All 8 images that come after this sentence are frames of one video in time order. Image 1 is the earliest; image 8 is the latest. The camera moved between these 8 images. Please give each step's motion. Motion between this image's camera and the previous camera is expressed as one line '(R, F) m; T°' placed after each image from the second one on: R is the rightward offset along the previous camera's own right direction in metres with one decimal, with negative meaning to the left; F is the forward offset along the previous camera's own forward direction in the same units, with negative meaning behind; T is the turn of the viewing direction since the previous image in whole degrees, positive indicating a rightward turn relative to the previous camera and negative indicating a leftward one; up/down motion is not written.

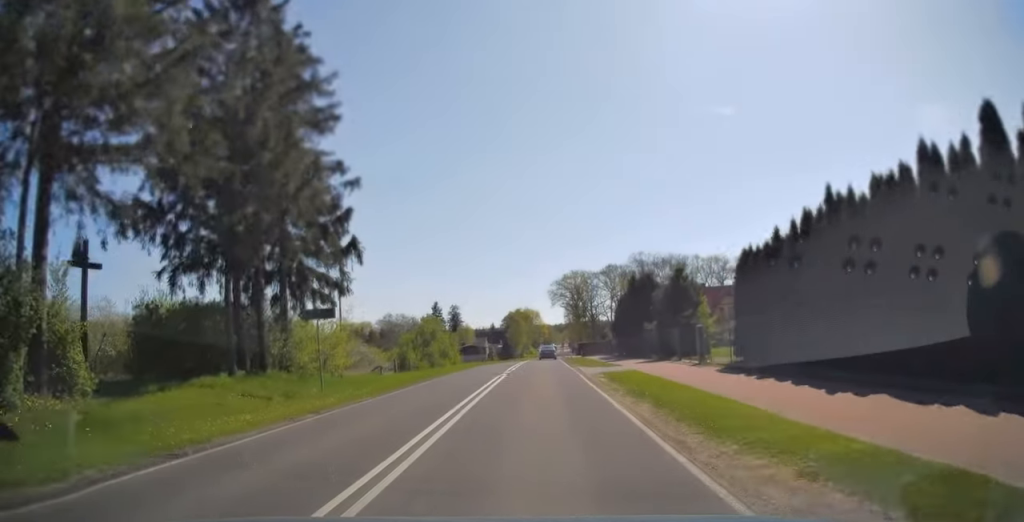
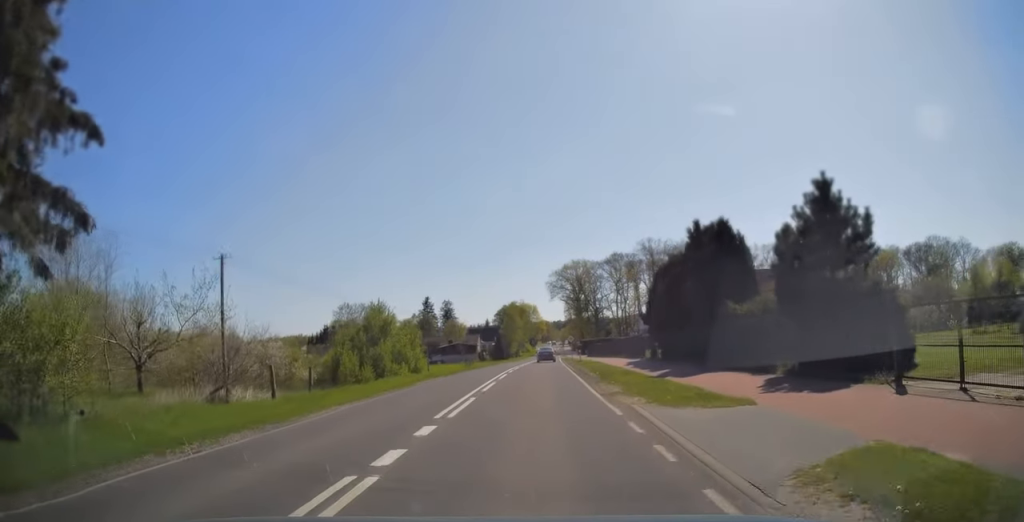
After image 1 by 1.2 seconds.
(0.0, +19.1) m; 0°
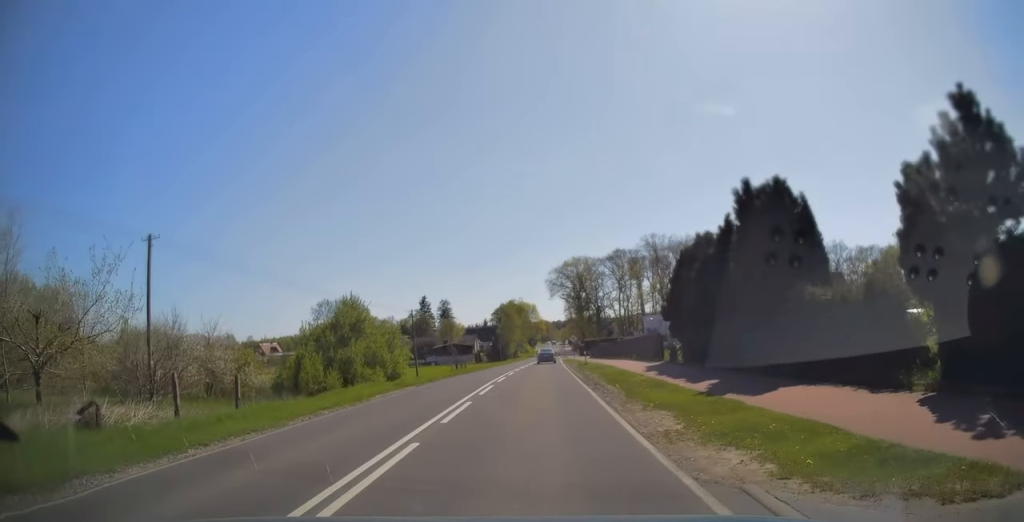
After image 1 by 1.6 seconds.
(-0.1, +6.6) m; 0°
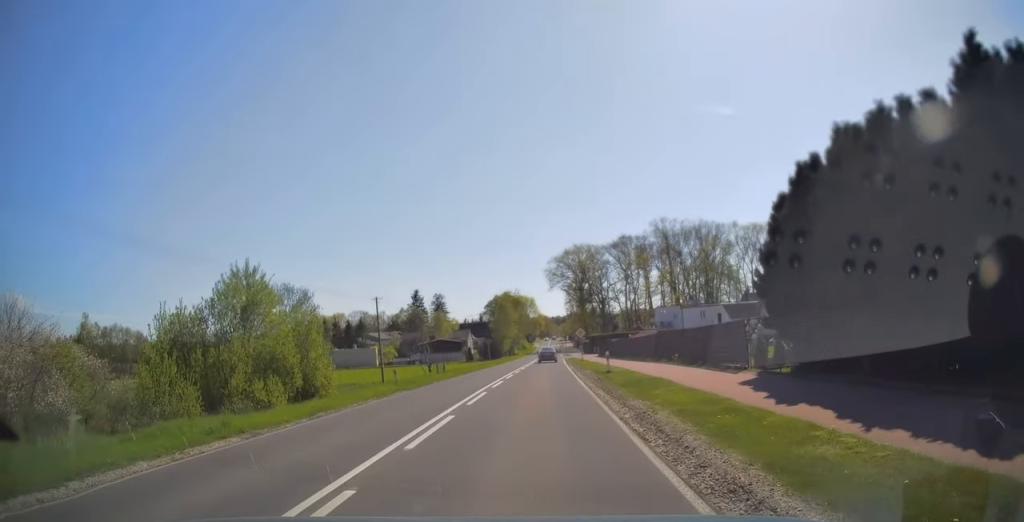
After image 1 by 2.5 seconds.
(+0.3, +14.7) m; +1°
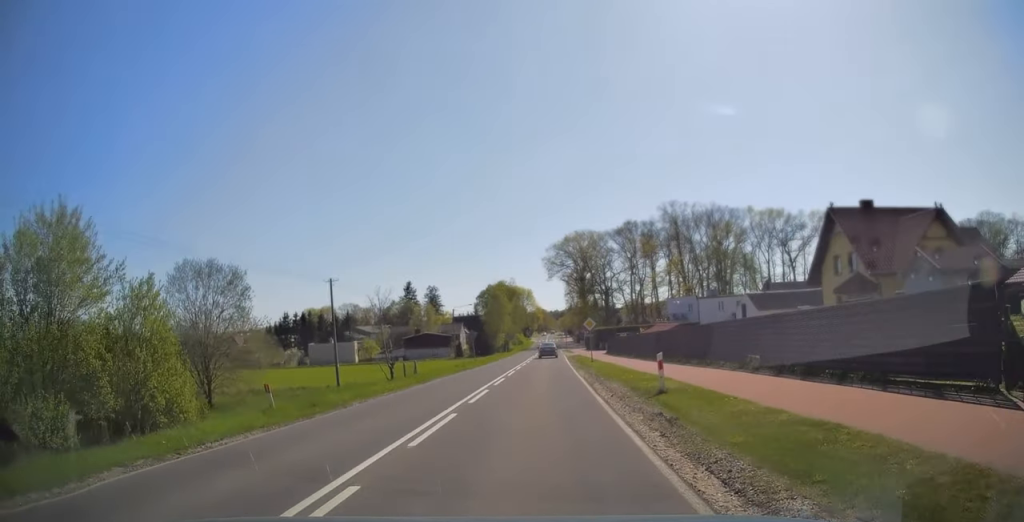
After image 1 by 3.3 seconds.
(-0.1, +12.0) m; 0°
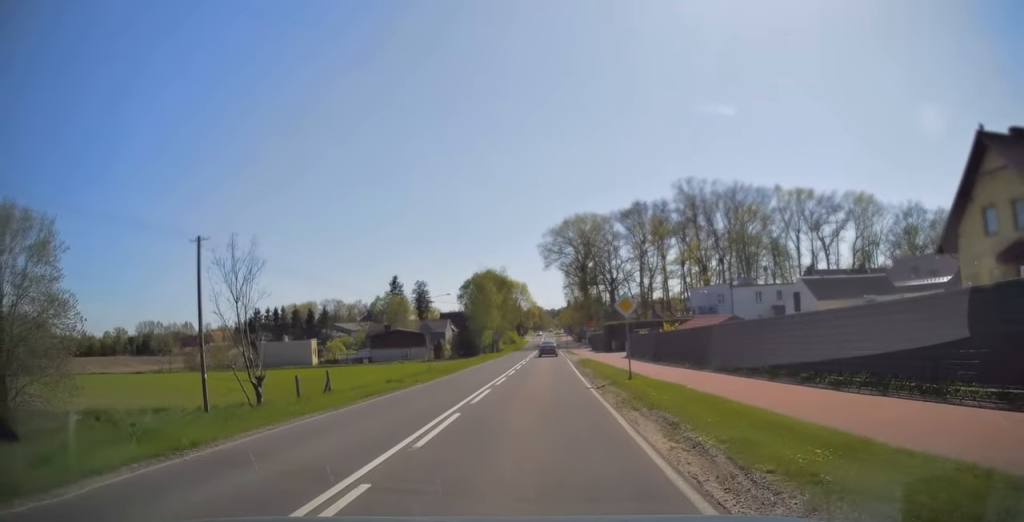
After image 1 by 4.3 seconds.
(-0.1, +18.2) m; 0°
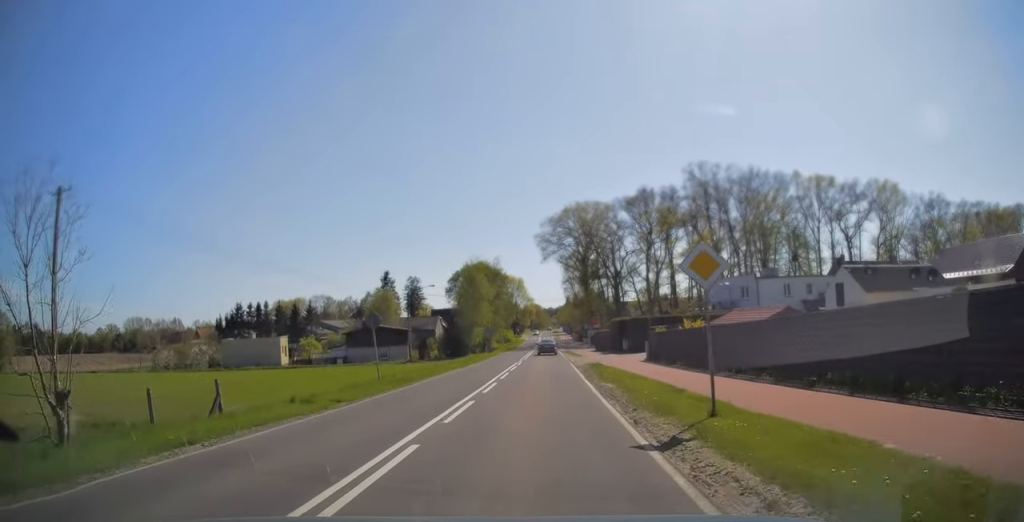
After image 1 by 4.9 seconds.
(0.0, +9.9) m; 0°
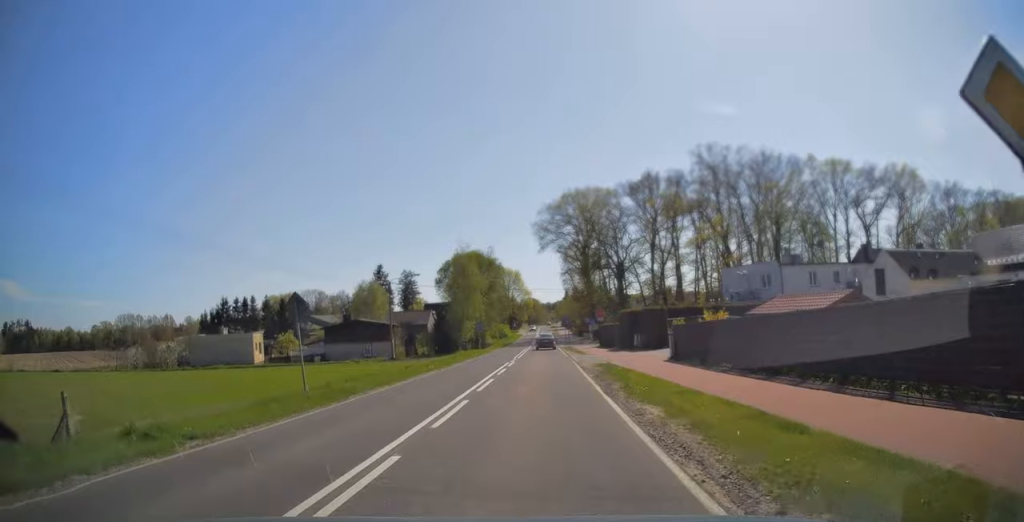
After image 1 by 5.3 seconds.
(+0.1, +7.1) m; 0°
